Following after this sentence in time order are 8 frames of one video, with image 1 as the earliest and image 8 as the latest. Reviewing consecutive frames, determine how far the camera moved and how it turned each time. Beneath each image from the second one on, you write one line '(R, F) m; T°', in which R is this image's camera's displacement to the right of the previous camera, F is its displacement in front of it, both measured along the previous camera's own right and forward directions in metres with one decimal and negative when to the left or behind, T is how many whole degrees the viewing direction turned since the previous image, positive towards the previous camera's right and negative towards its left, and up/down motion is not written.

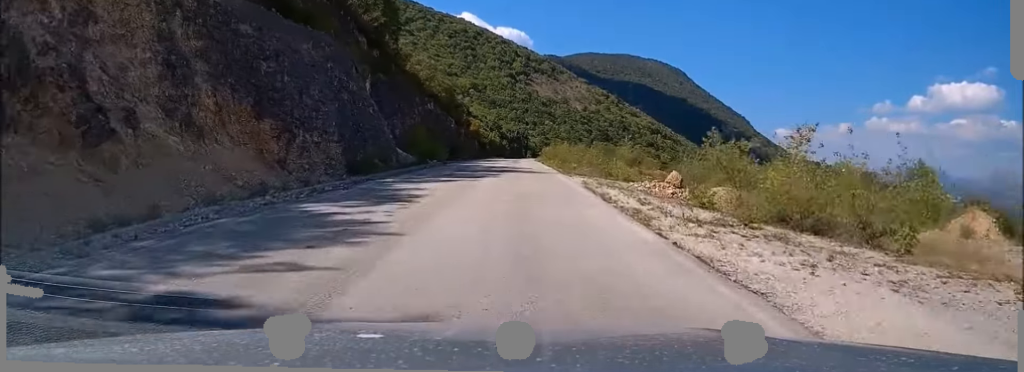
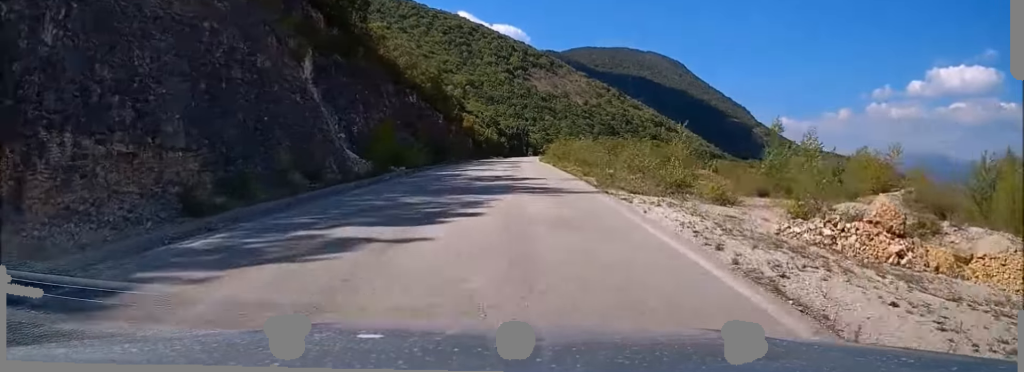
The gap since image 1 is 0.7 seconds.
(0.0, +14.8) m; +1°
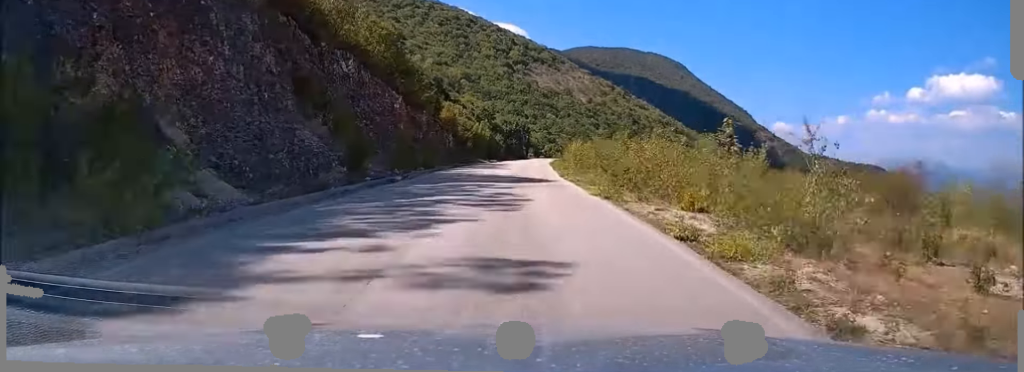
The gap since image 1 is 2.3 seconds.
(+0.5, +31.7) m; +1°
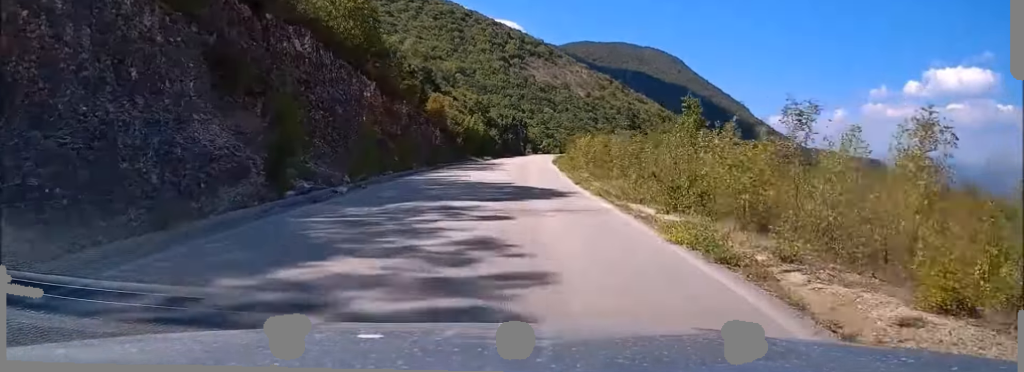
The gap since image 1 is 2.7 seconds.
(-0.1, +9.8) m; 0°
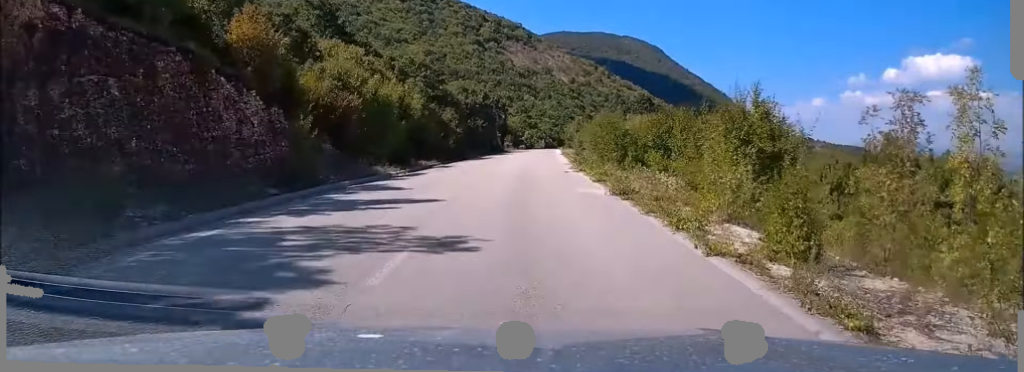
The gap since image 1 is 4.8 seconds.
(+0.4, +43.9) m; 0°
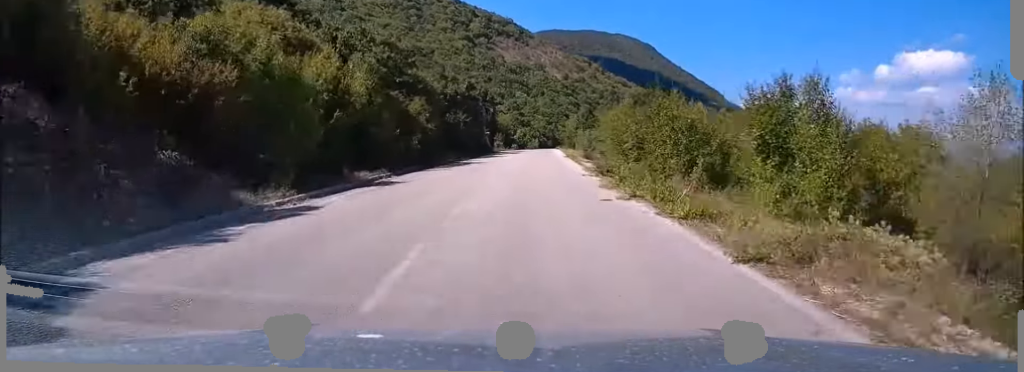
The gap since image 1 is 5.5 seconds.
(-0.1, +14.5) m; 0°
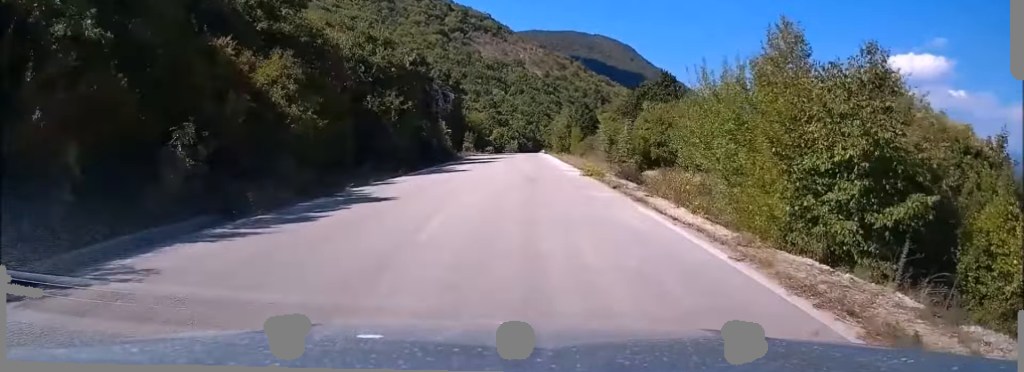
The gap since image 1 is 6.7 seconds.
(+0.2, +24.2) m; +3°
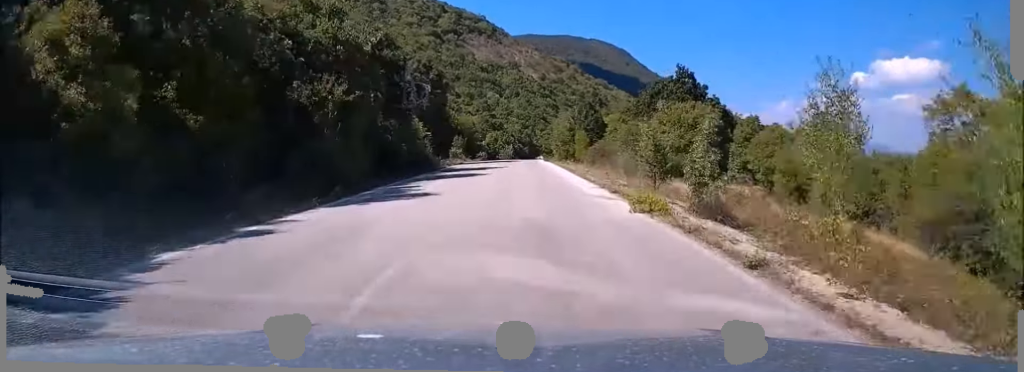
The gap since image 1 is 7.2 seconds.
(+0.1, +10.5) m; +2°
